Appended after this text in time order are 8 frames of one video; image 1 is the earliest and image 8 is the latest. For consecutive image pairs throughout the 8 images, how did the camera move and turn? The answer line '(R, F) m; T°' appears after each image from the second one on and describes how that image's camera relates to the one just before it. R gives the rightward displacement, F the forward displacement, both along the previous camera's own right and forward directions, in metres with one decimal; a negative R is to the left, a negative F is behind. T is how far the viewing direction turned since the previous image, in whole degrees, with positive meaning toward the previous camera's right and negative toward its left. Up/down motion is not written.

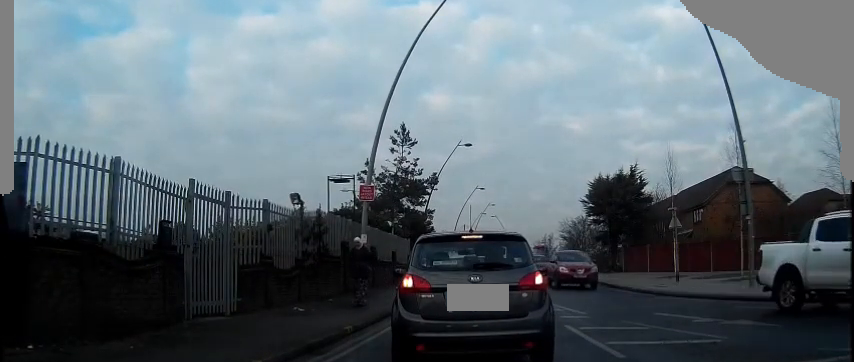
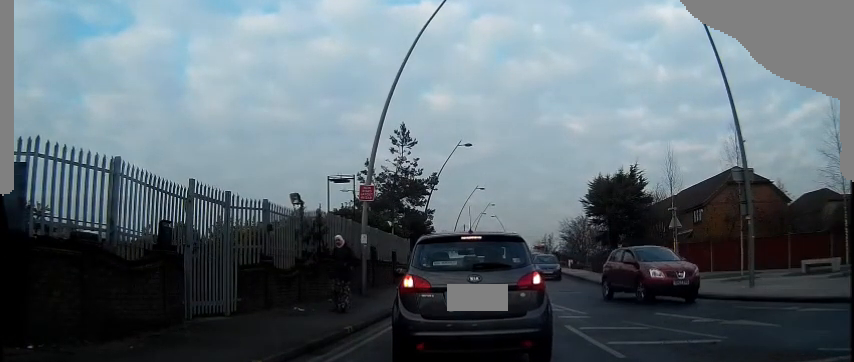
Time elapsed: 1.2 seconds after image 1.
(0.0, -0.2) m; 0°
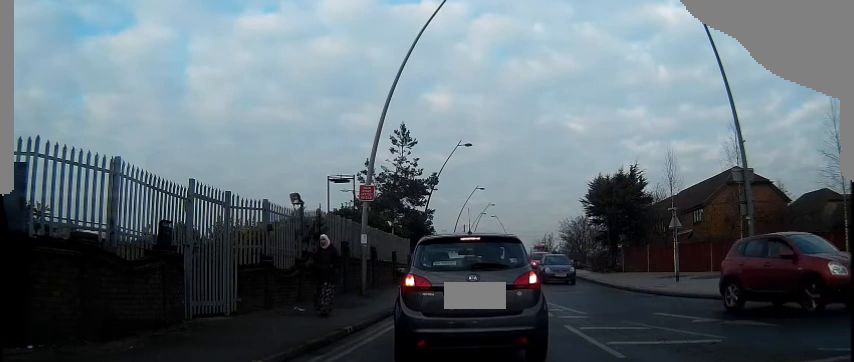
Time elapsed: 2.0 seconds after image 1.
(0.0, 0.0) m; 0°
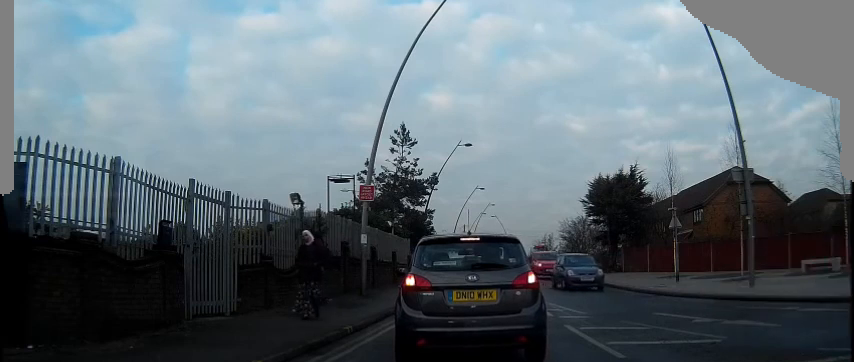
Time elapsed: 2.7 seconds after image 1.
(0.0, 0.0) m; 0°
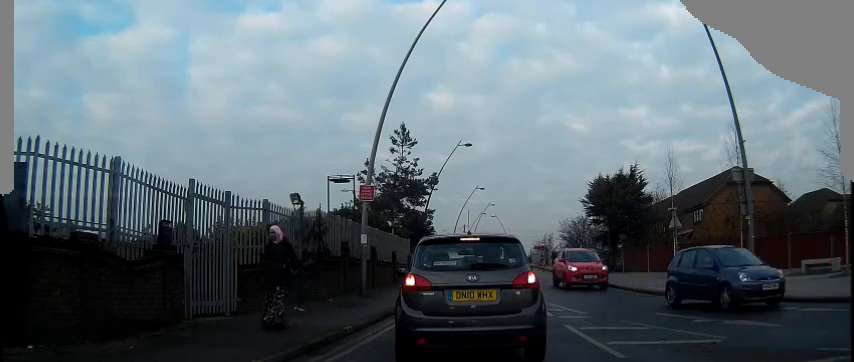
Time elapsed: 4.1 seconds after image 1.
(0.0, 0.0) m; 0°
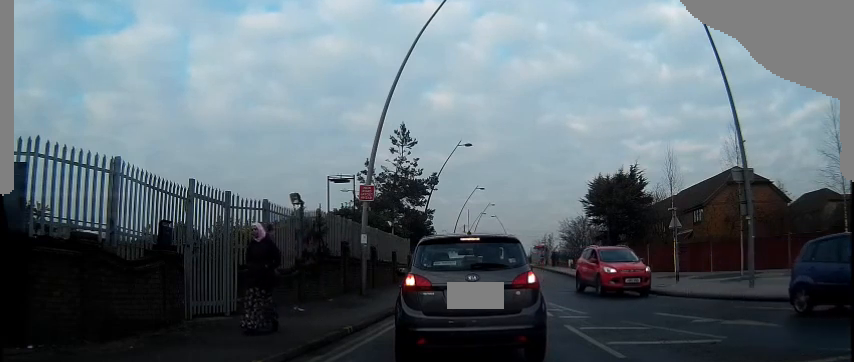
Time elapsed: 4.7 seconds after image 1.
(0.0, 0.0) m; 0°
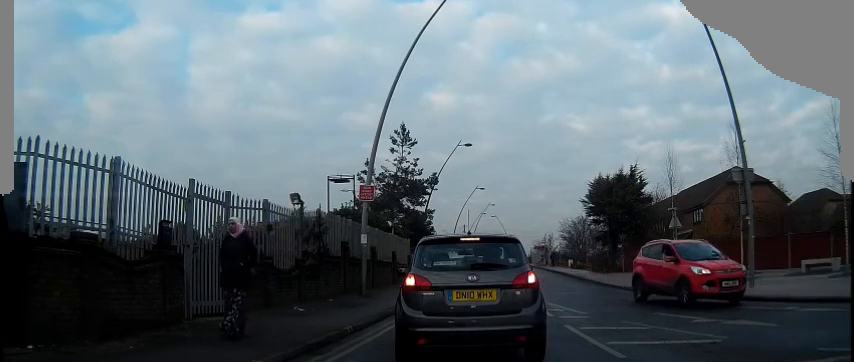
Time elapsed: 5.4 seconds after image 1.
(0.0, 0.0) m; 0°
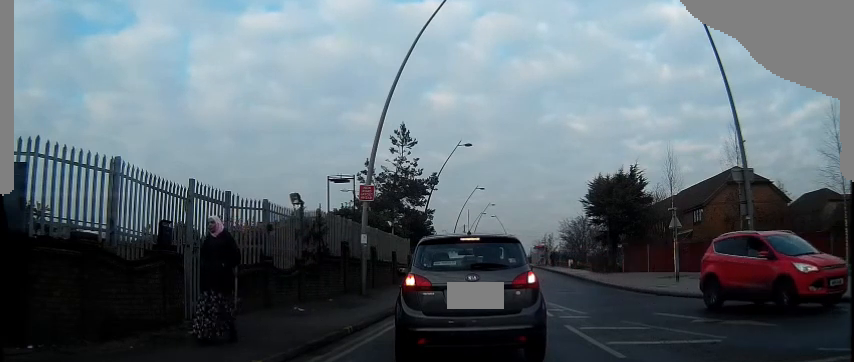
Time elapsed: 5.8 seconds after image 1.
(0.0, 0.0) m; 0°
